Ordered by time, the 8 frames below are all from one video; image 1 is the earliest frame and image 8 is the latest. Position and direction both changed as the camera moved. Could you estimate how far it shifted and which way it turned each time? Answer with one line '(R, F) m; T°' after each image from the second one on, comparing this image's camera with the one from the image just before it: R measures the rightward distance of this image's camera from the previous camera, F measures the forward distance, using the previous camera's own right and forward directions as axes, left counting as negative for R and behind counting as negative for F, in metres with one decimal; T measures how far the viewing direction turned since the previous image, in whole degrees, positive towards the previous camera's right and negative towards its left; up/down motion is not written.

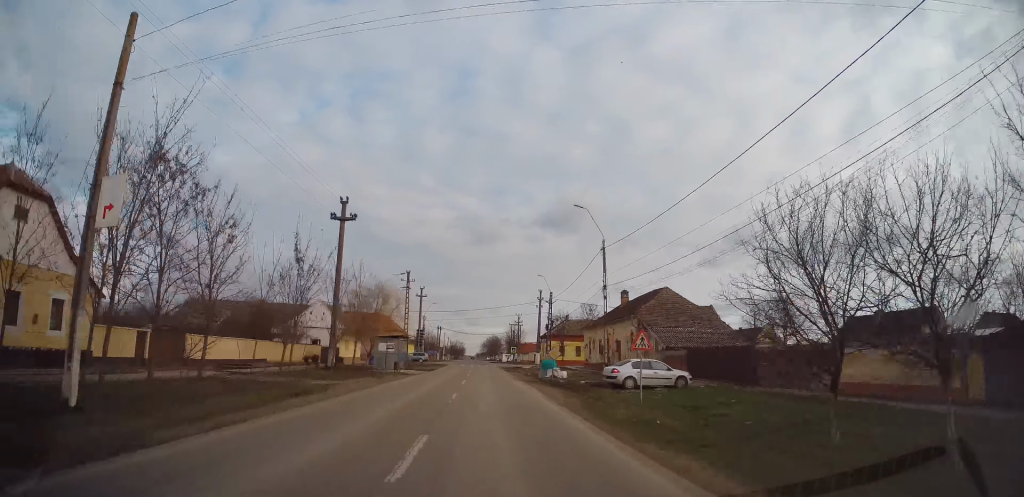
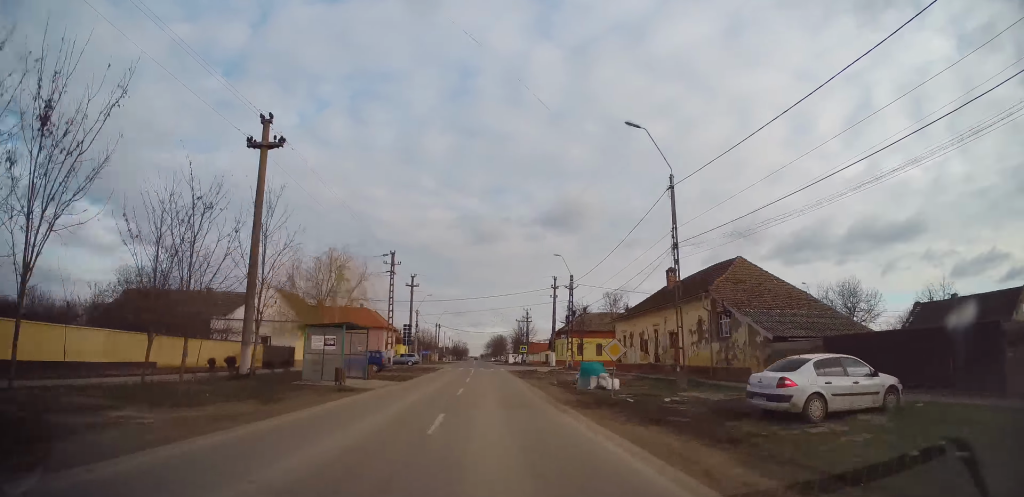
(-0.2, +14.1) m; -1°
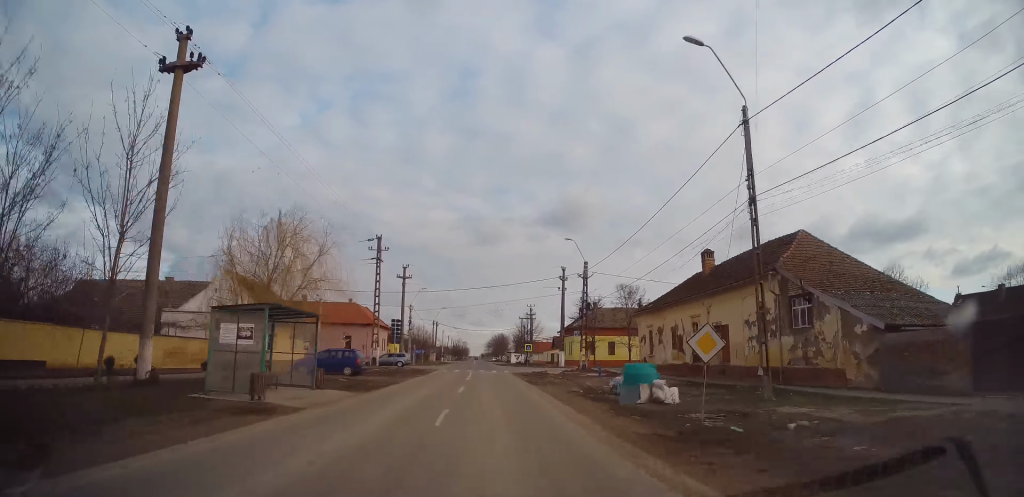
(0.0, +7.4) m; -1°
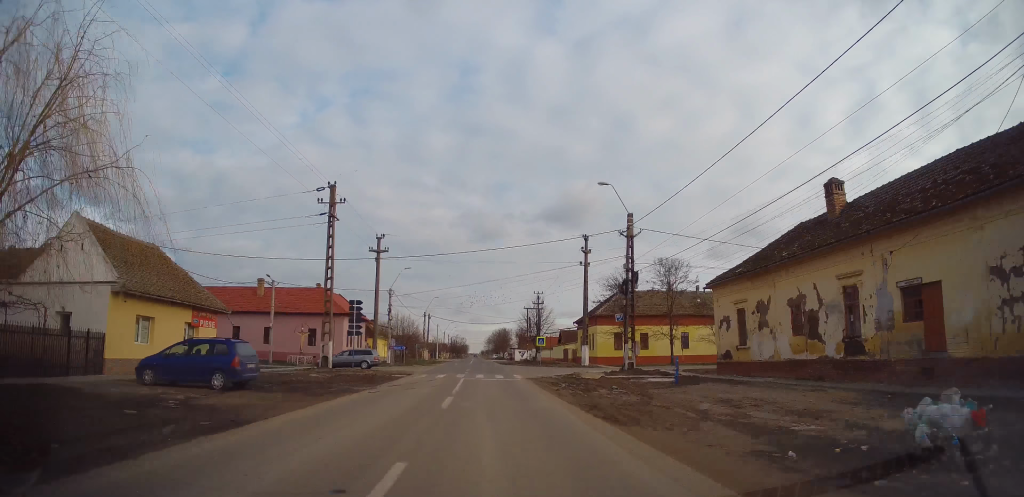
(-0.2, +14.4) m; -1°
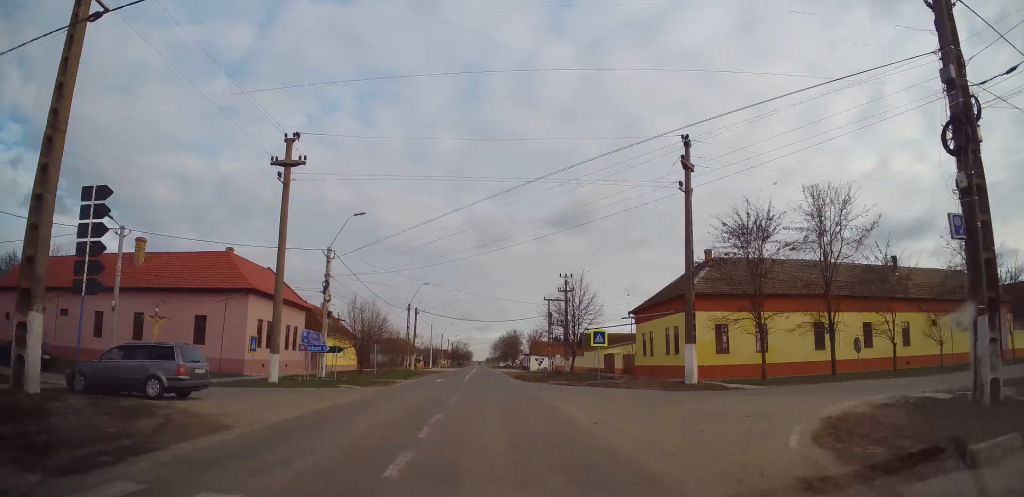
(+0.3, +24.7) m; +2°
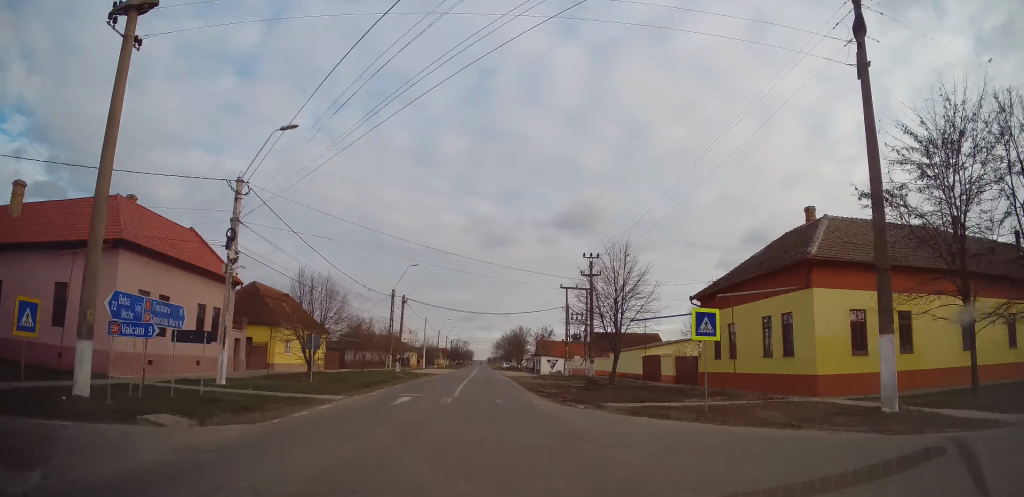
(+0.2, +13.9) m; 0°
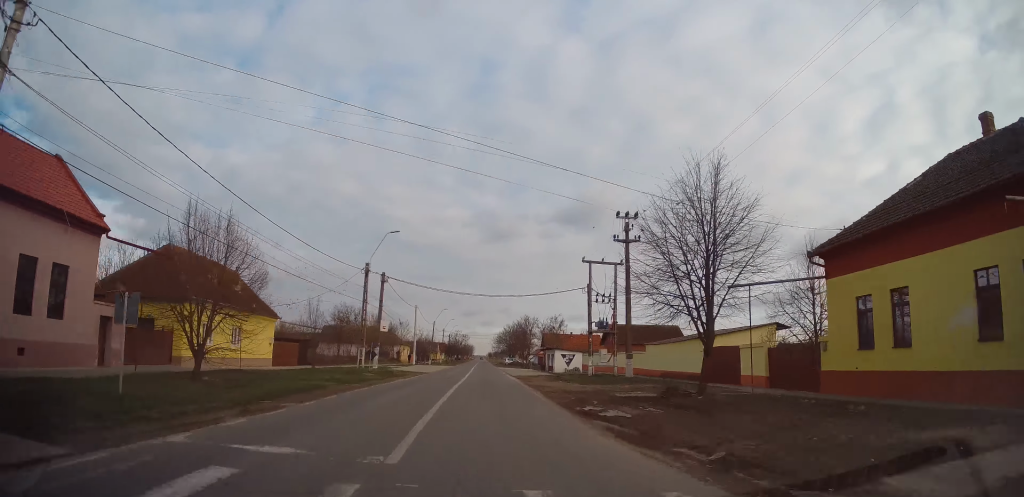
(-0.3, +13.3) m; -2°
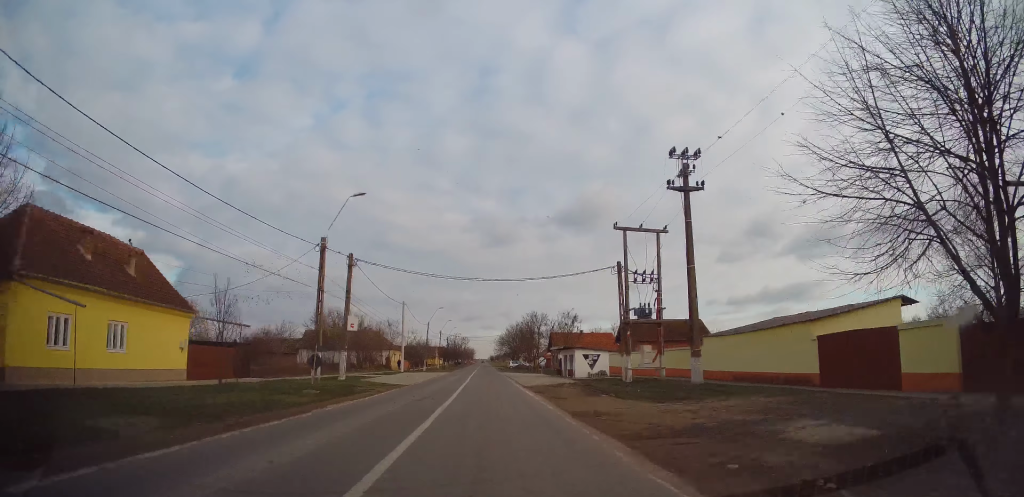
(-0.2, +12.0) m; 0°
